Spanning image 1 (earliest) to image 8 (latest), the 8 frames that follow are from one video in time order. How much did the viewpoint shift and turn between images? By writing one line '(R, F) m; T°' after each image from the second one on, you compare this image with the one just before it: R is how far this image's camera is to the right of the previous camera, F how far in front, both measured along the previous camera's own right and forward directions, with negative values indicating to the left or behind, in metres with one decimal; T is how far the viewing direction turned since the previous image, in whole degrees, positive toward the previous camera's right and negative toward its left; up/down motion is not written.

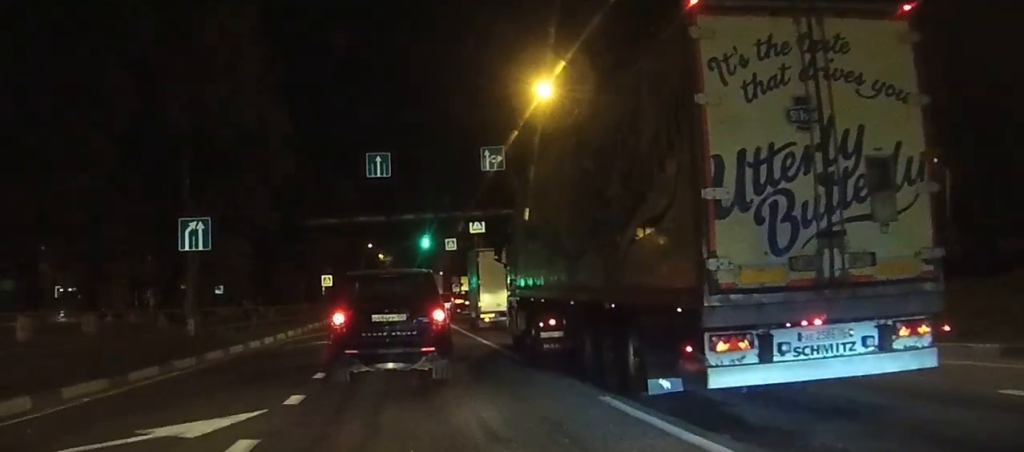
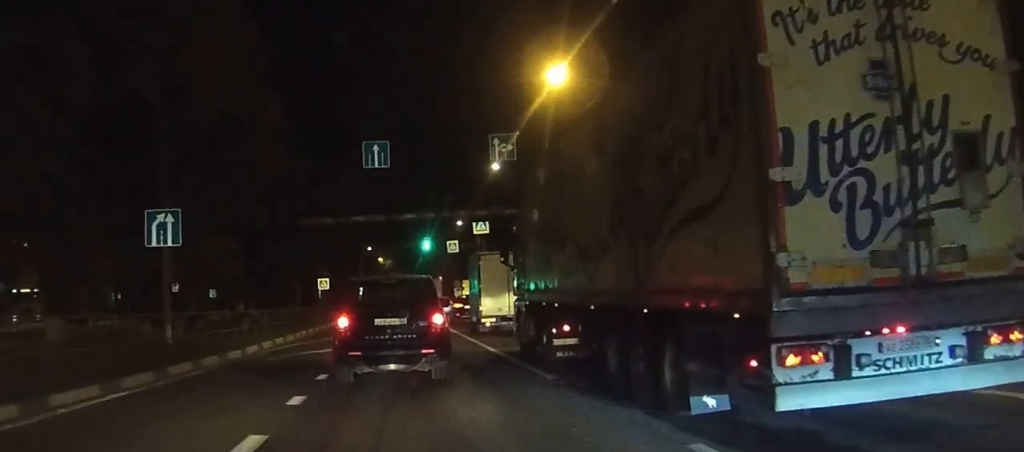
(0.0, +3.2) m; 0°
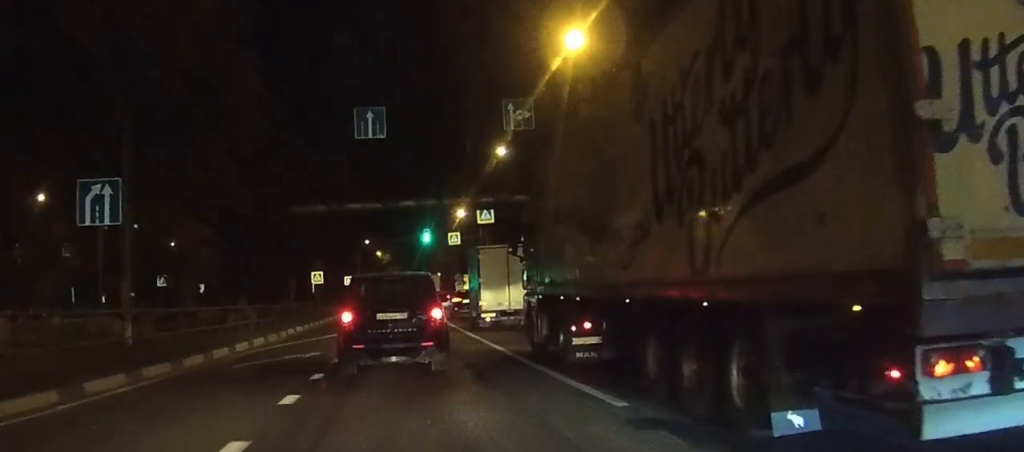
(0.0, +4.1) m; 0°
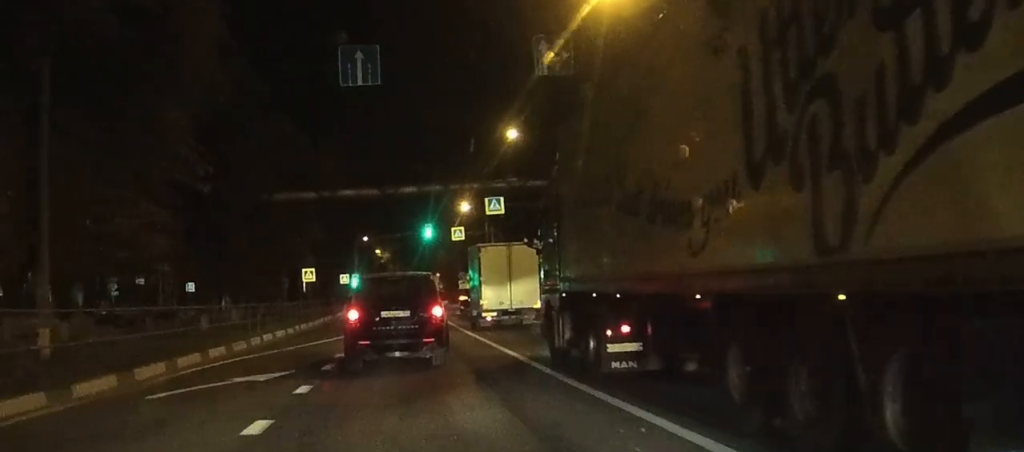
(0.0, +5.4) m; -1°
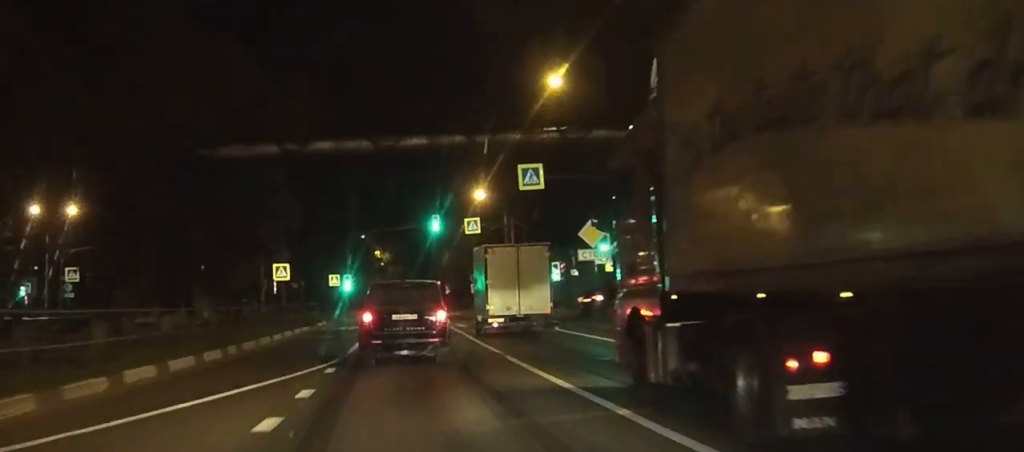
(-0.1, +11.5) m; -1°
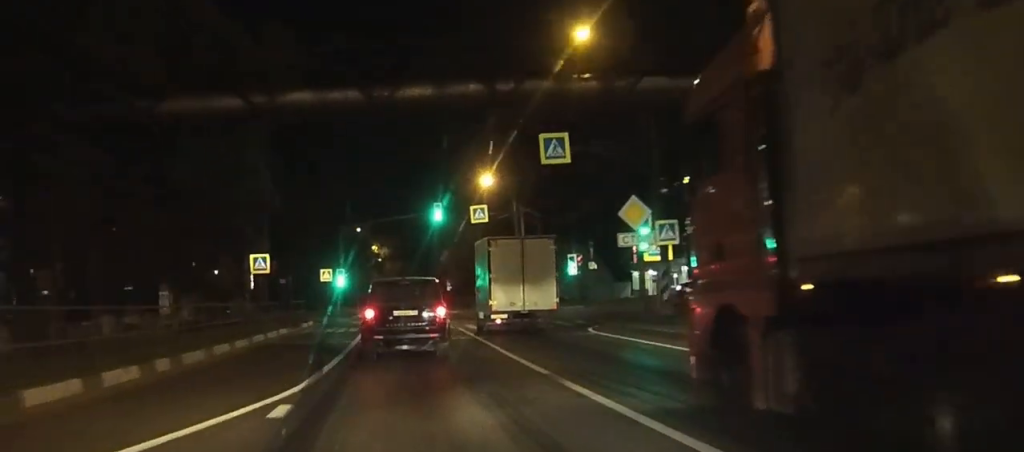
(0.0, +5.0) m; 0°
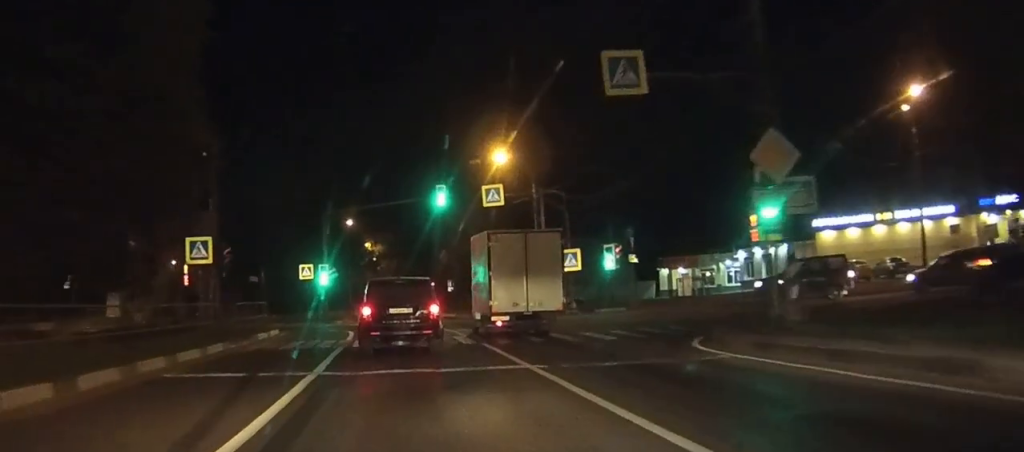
(0.0, +8.6) m; 0°
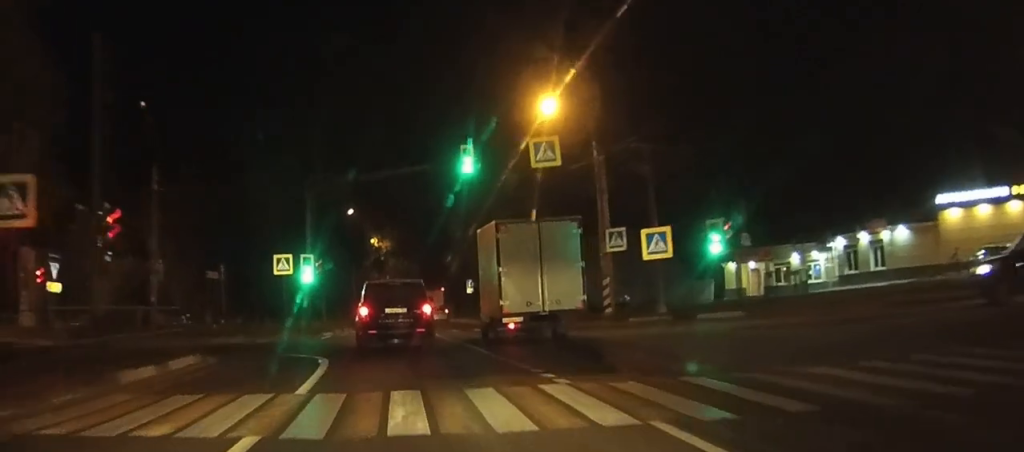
(+0.2, +13.4) m; +3°
